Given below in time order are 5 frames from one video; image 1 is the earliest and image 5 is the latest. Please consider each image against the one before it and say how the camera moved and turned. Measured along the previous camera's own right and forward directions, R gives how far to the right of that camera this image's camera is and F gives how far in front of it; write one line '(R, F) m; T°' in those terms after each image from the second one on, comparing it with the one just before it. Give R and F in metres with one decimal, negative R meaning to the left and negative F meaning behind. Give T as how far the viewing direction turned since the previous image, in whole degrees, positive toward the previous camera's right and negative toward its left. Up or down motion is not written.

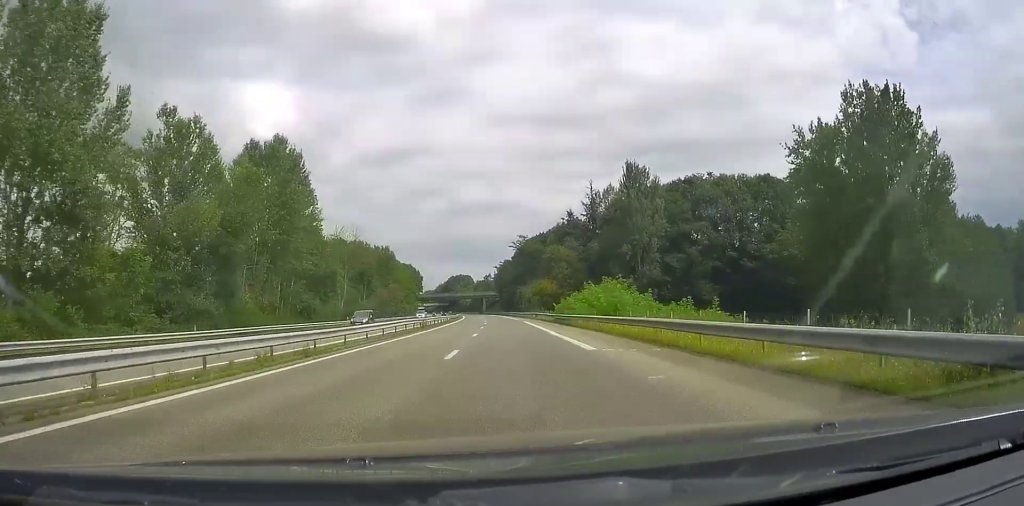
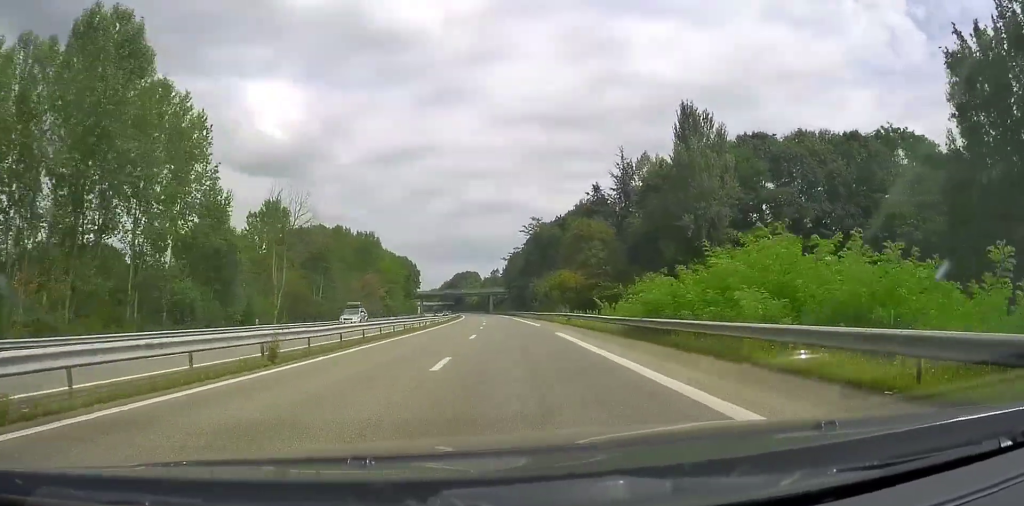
(-0.2, +28.9) m; -1°
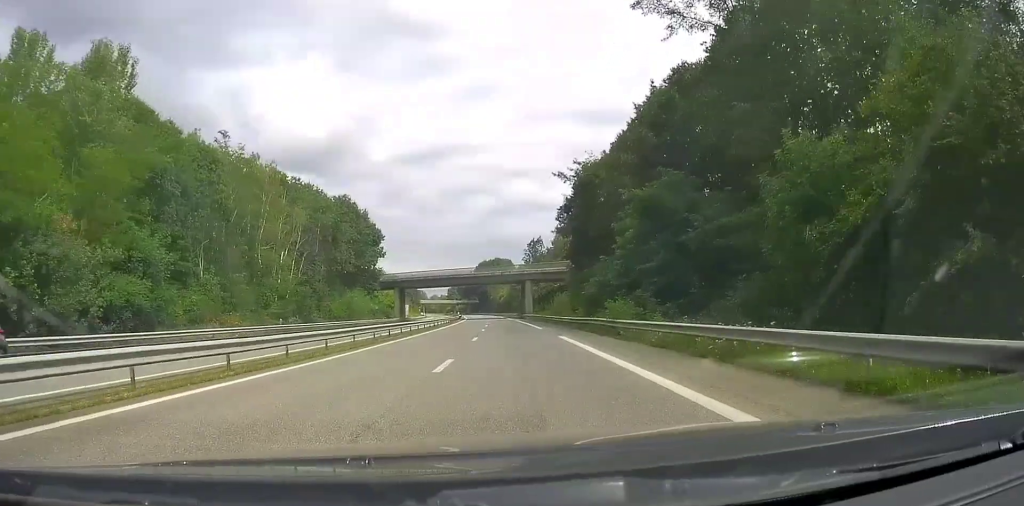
(-2.9, +102.7) m; -3°
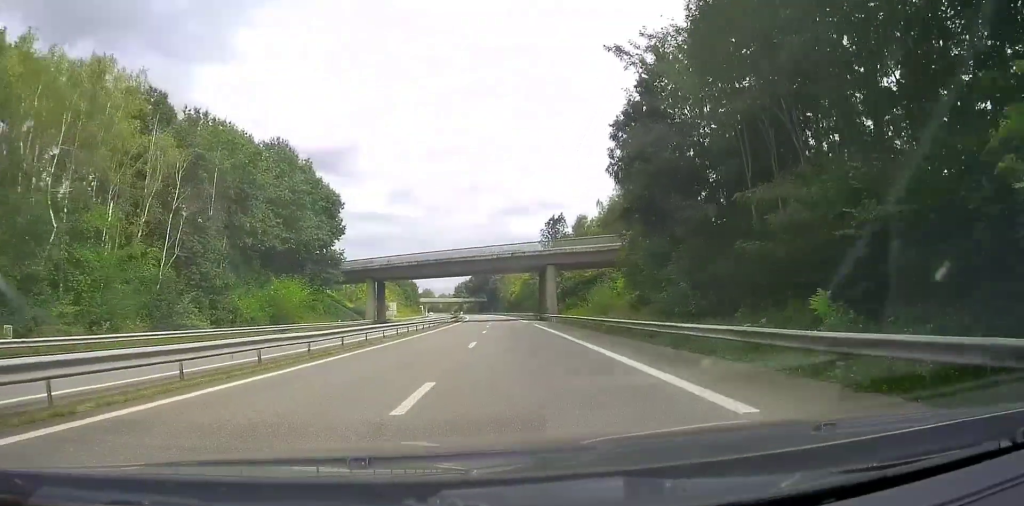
(-0.6, +31.1) m; -1°
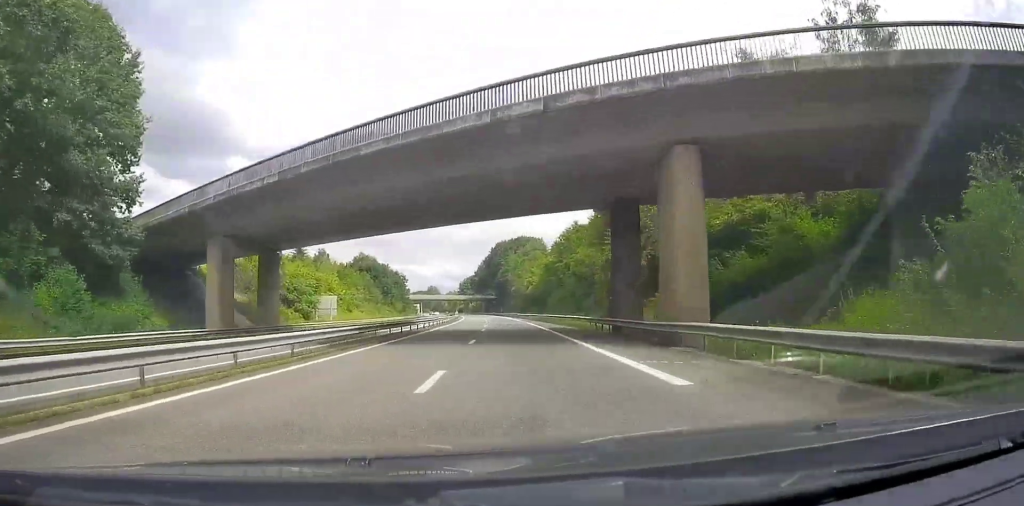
(-0.2, +50.8) m; -1°
